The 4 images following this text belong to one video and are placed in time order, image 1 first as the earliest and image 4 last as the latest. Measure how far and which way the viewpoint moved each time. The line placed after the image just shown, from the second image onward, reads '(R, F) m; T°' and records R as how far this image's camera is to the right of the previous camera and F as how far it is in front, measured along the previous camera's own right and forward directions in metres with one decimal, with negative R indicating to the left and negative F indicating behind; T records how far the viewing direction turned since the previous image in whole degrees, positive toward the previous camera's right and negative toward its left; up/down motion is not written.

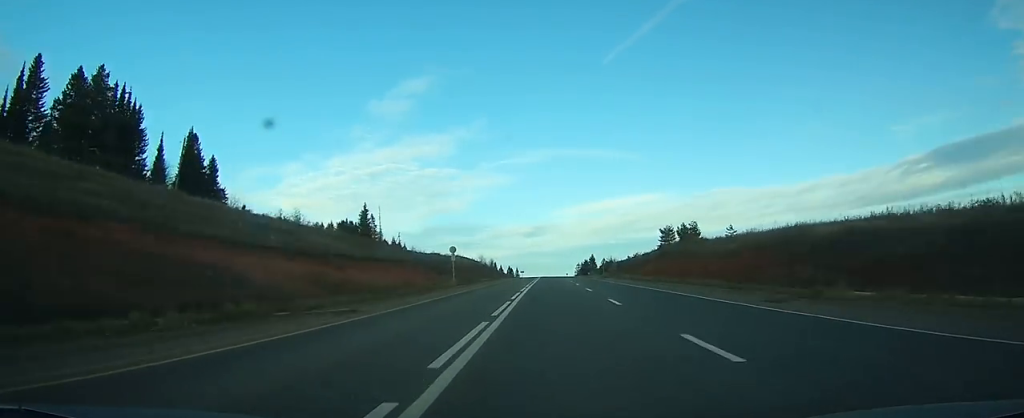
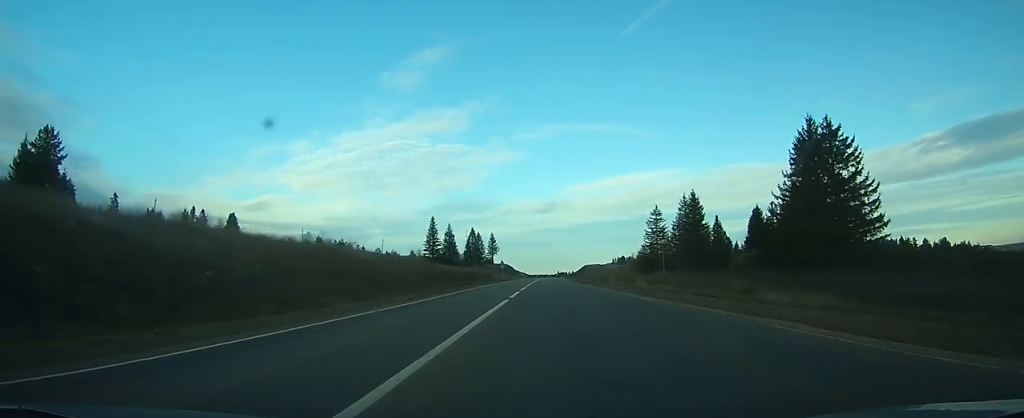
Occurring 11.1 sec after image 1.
(-0.3, +296.6) m; -1°
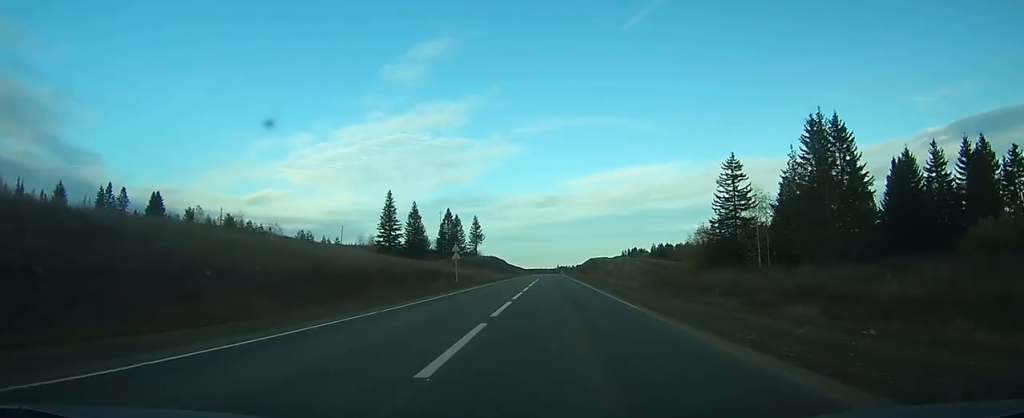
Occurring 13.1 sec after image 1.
(-0.1, +58.1) m; 0°
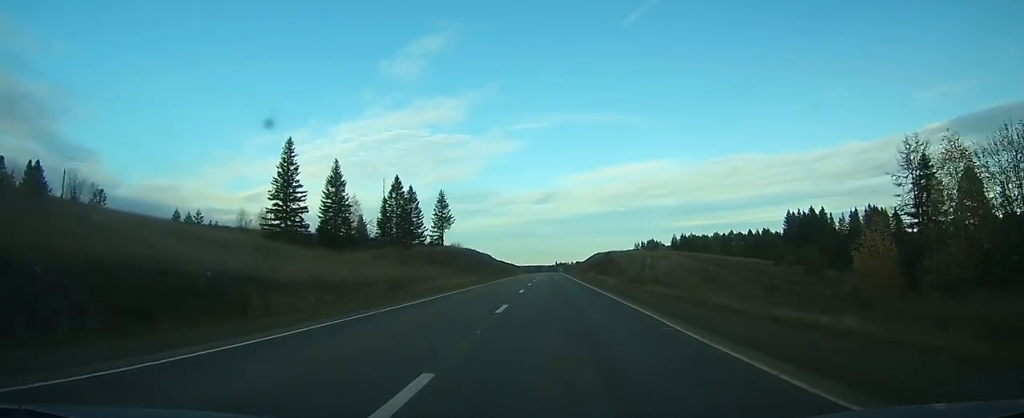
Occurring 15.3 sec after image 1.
(+0.2, +61.2) m; 0°
